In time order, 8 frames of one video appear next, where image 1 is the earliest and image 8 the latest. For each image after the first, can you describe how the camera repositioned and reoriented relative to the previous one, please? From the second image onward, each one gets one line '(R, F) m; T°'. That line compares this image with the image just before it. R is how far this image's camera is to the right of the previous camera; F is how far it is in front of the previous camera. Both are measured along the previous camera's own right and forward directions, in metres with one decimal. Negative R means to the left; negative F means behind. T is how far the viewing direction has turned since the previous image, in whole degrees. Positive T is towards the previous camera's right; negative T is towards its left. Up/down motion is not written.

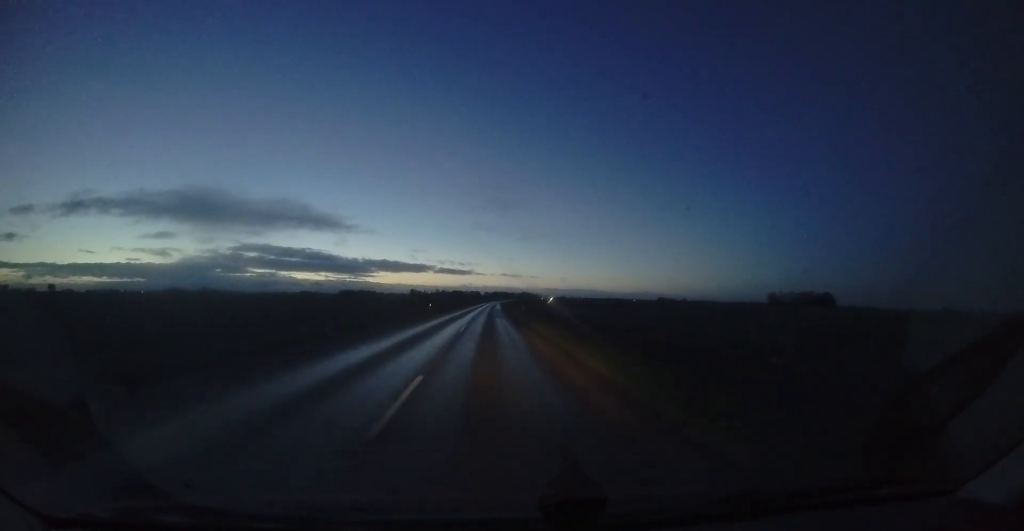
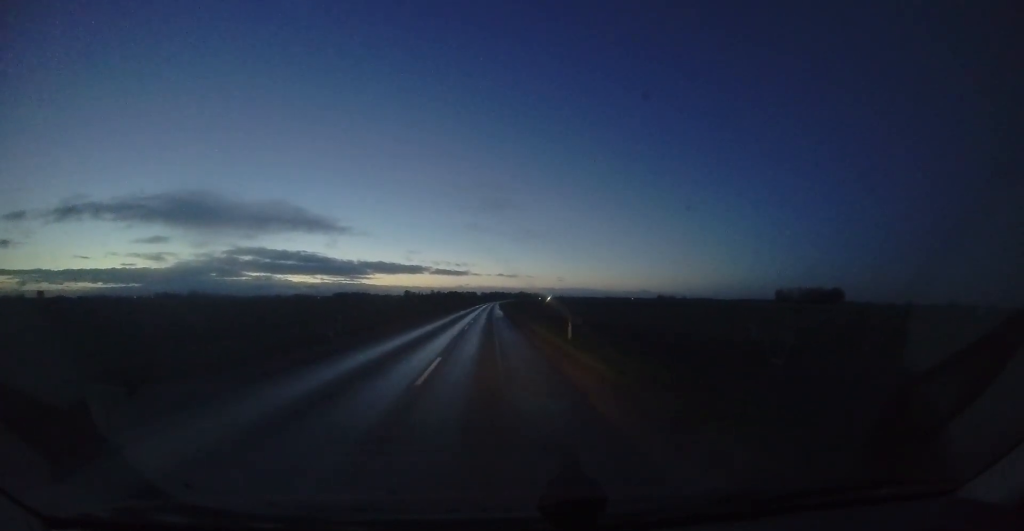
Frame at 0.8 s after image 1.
(+0.1, +21.3) m; +1°
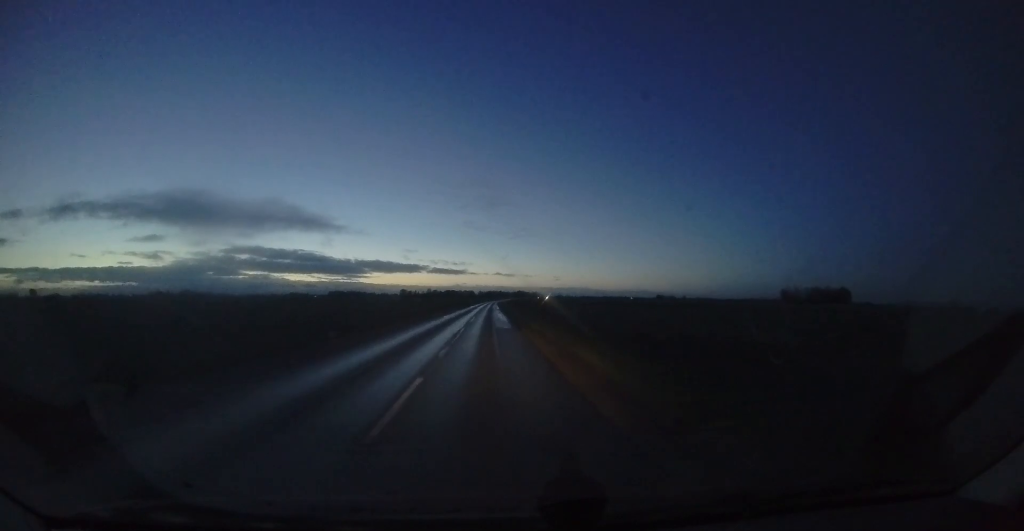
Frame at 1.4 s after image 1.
(+0.1, +14.5) m; +1°
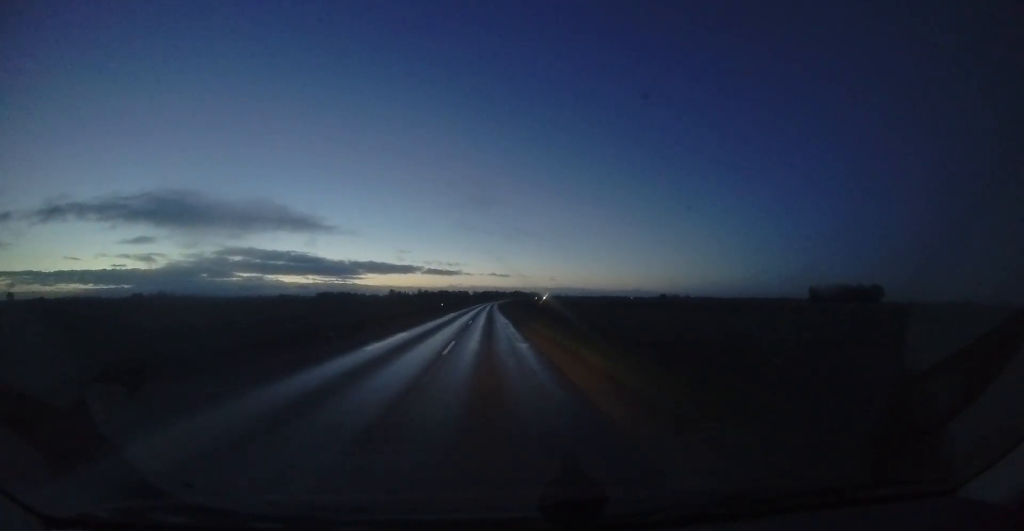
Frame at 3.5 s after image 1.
(+0.3, +53.8) m; 0°
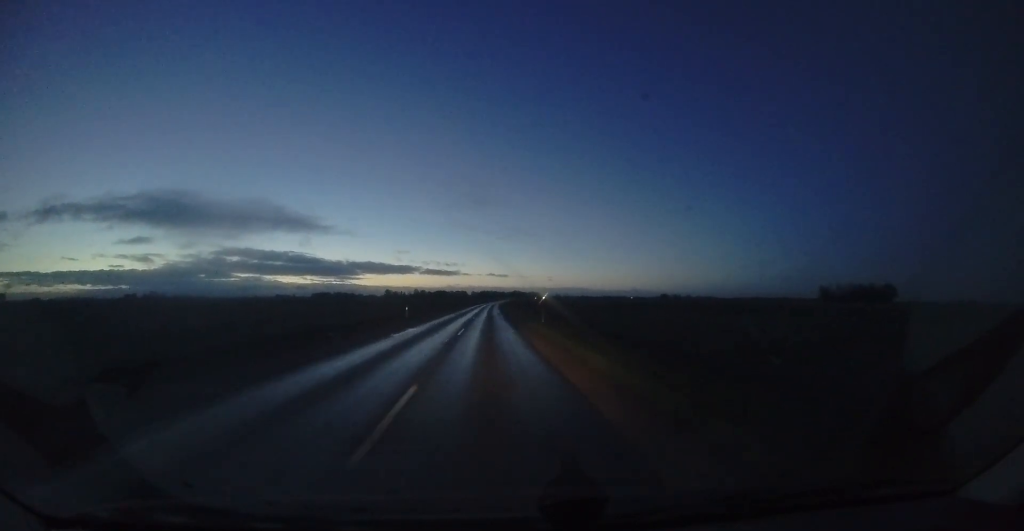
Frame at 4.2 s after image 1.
(-0.2, +18.8) m; 0°
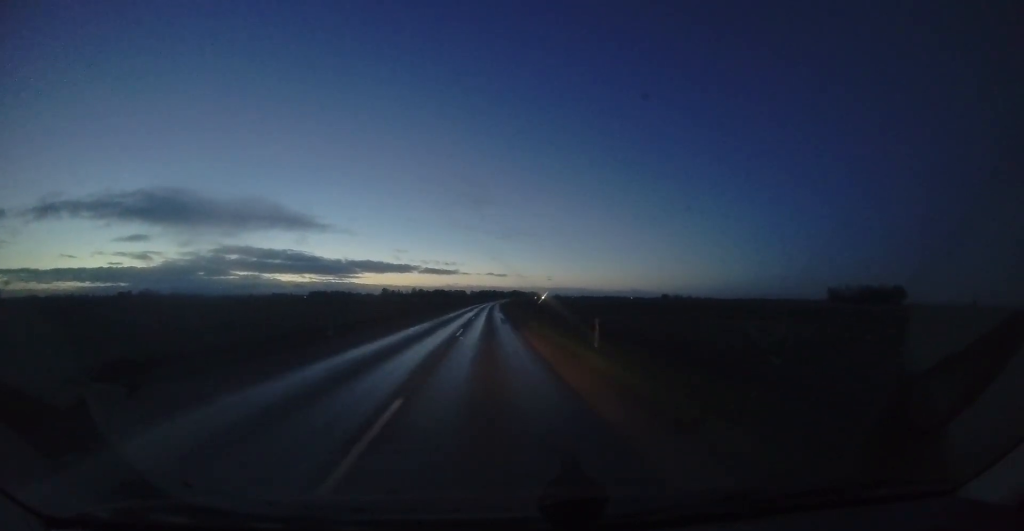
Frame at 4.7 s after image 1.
(+0.1, +12.8) m; 0°
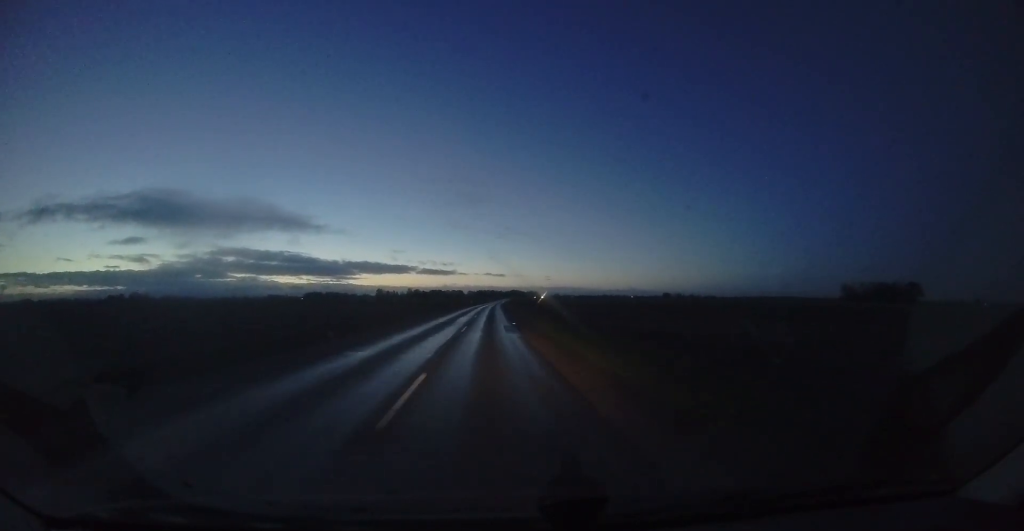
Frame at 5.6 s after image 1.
(+0.1, +22.1) m; 0°
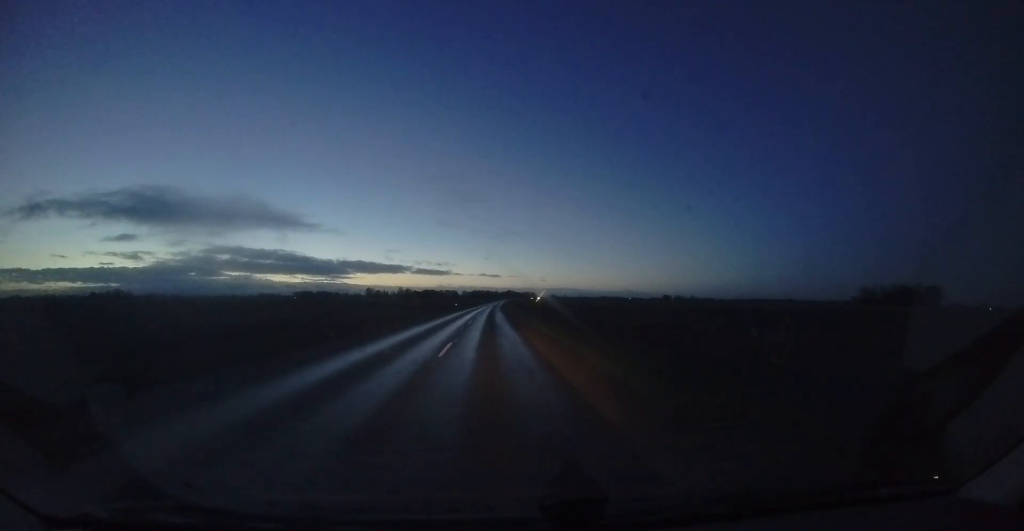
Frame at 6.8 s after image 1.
(0.0, +30.7) m; +1°
